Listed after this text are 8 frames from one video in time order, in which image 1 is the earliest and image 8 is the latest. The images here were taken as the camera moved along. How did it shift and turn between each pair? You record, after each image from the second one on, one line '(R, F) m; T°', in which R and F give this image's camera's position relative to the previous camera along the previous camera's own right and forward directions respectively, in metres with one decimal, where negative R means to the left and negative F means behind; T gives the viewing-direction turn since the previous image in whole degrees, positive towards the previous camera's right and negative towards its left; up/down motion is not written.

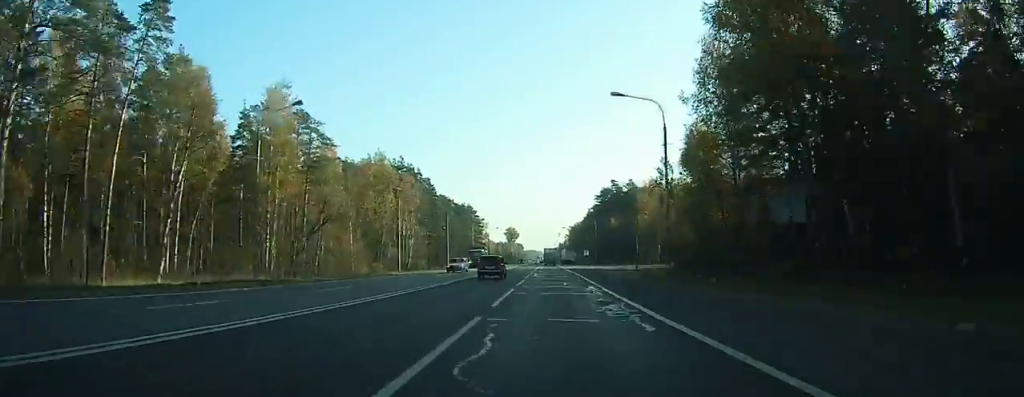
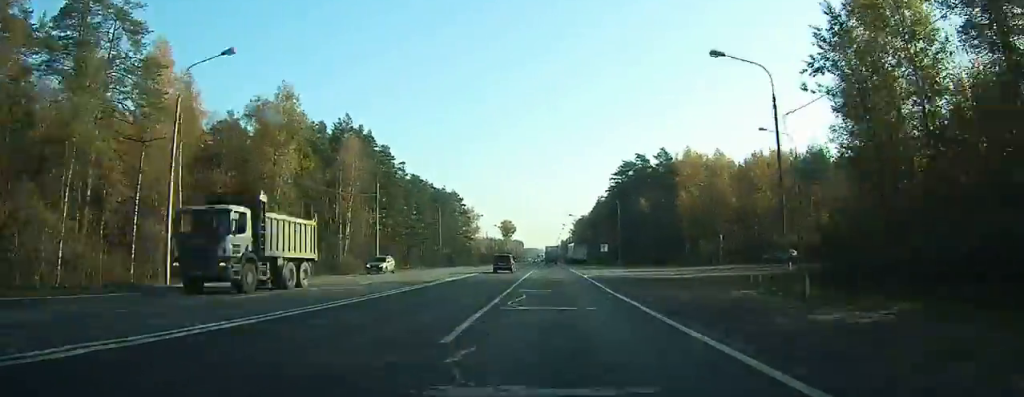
(-0.1, +43.8) m; 0°
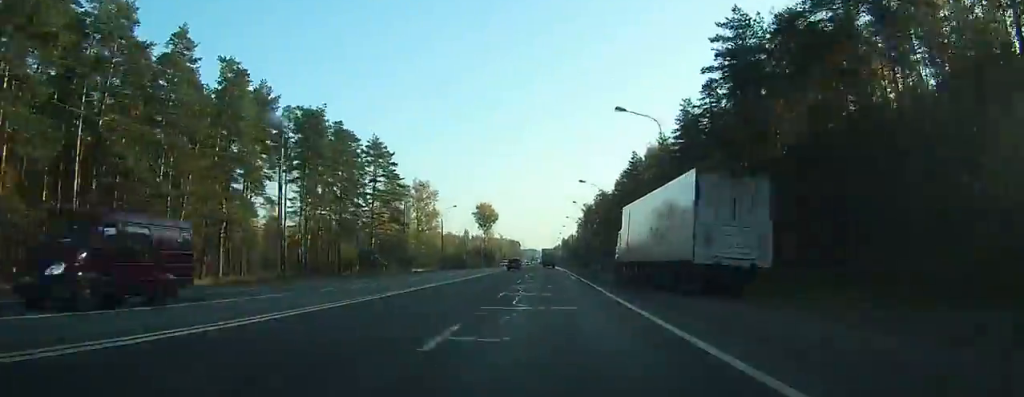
(0.0, +93.0) m; 0°
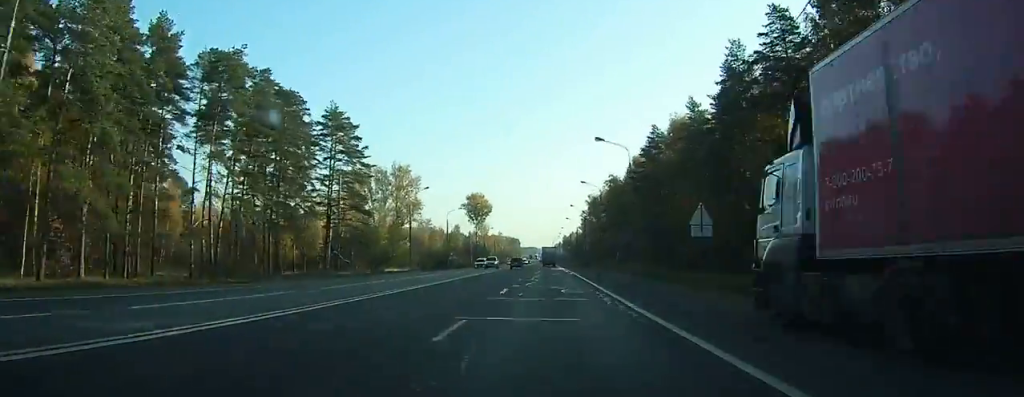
(+0.1, +22.8) m; 0°
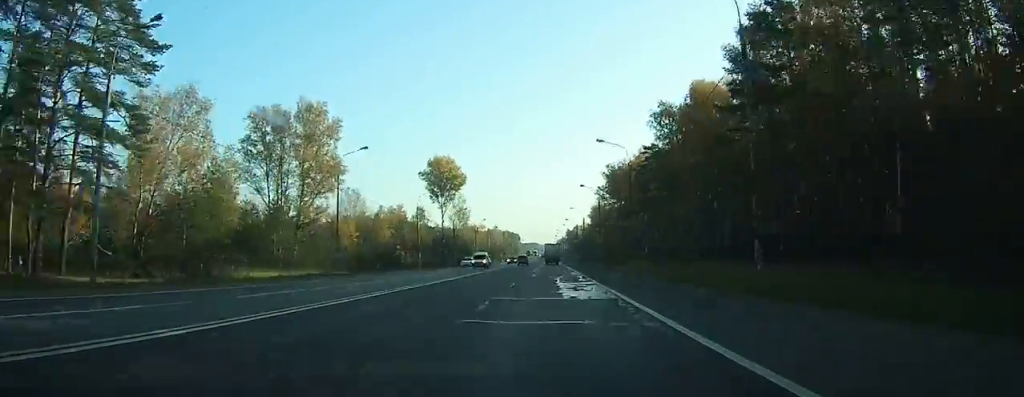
(0.0, +55.0) m; 0°
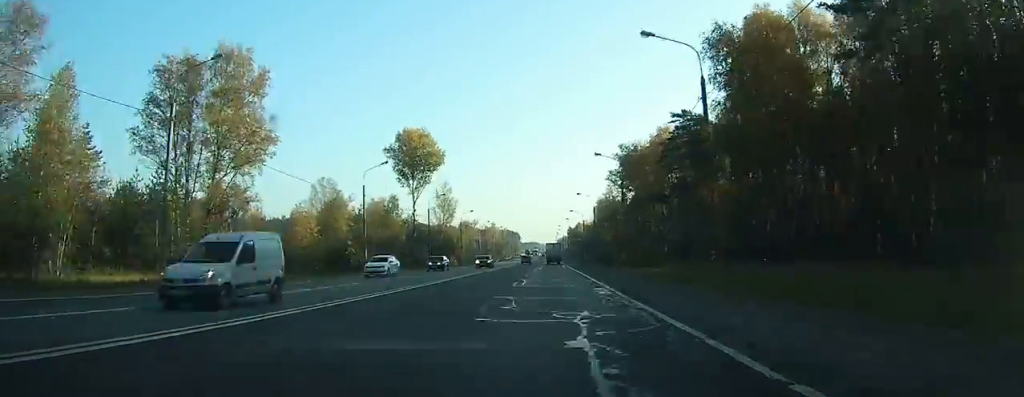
(0.0, +24.0) m; 0°
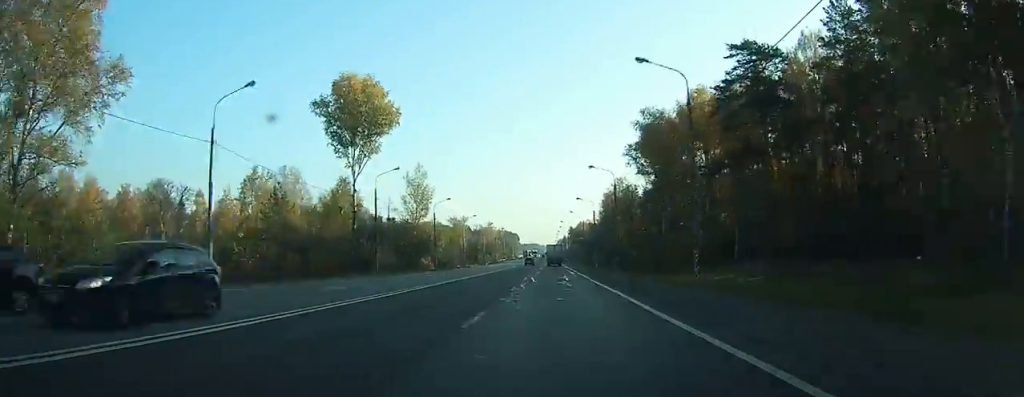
(-0.1, +27.1) m; 0°
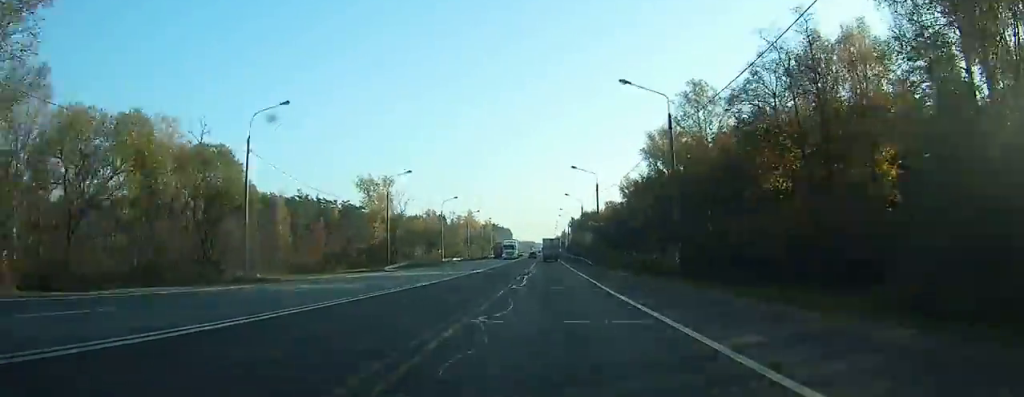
(+0.3, +86.3) m; 0°
